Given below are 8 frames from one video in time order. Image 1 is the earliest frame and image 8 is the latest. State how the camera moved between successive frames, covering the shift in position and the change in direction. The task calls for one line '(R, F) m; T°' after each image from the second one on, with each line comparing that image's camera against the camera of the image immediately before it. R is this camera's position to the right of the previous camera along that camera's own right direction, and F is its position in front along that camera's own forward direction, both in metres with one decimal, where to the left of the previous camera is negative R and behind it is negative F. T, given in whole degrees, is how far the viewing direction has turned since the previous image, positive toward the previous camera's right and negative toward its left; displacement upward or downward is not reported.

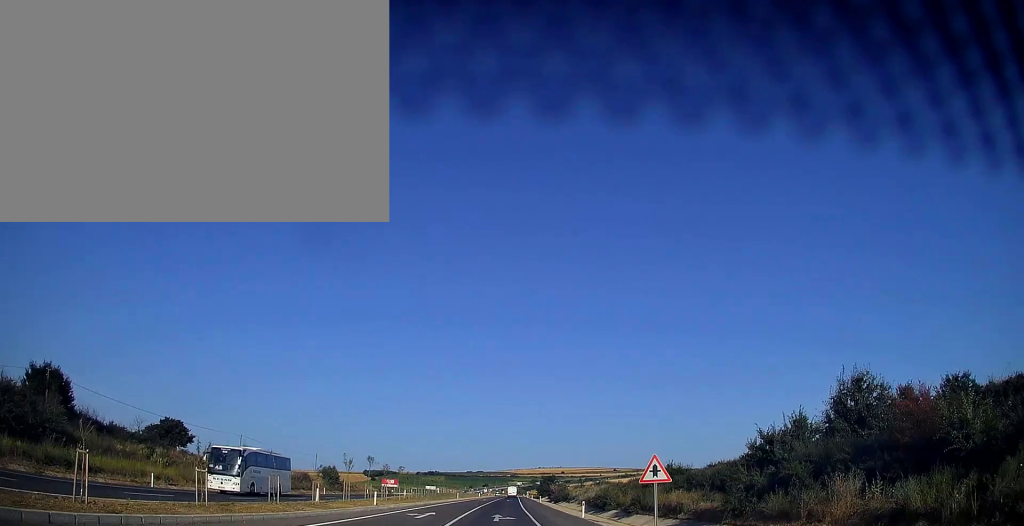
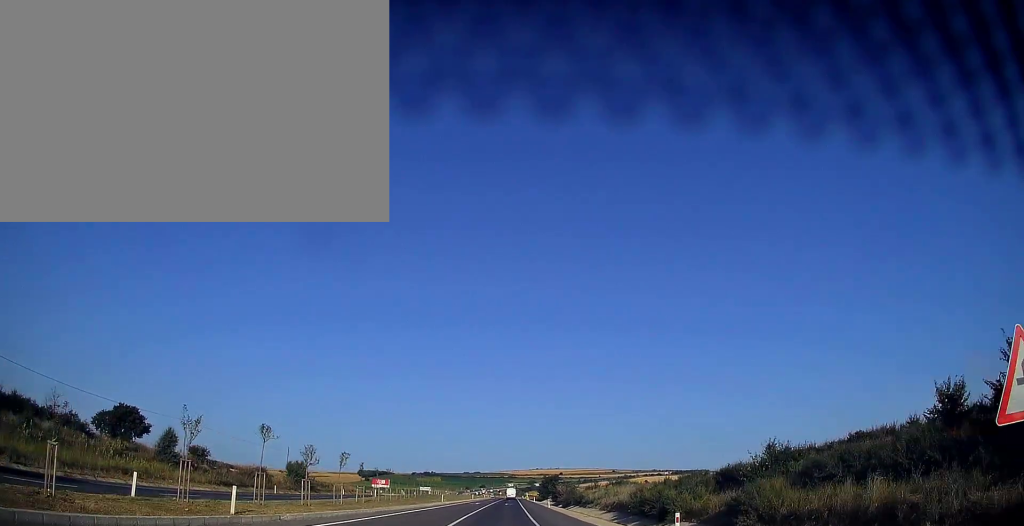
(0.0, +18.7) m; 0°
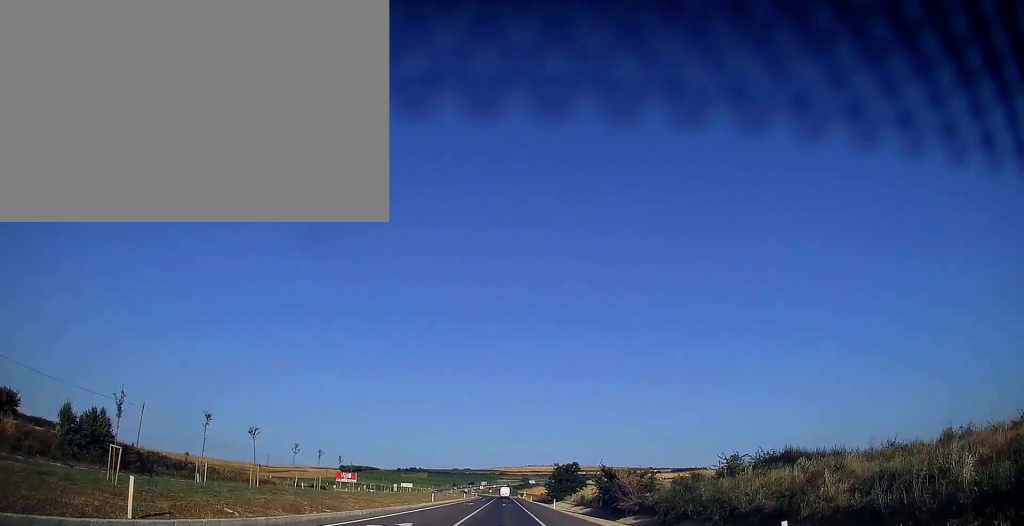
(+0.3, +55.2) m; +1°
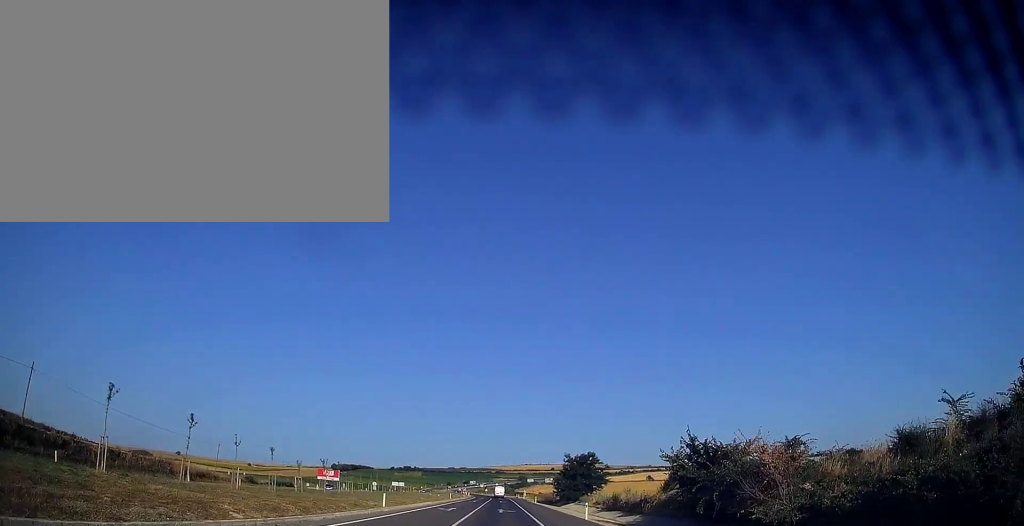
(0.0, +22.7) m; 0°
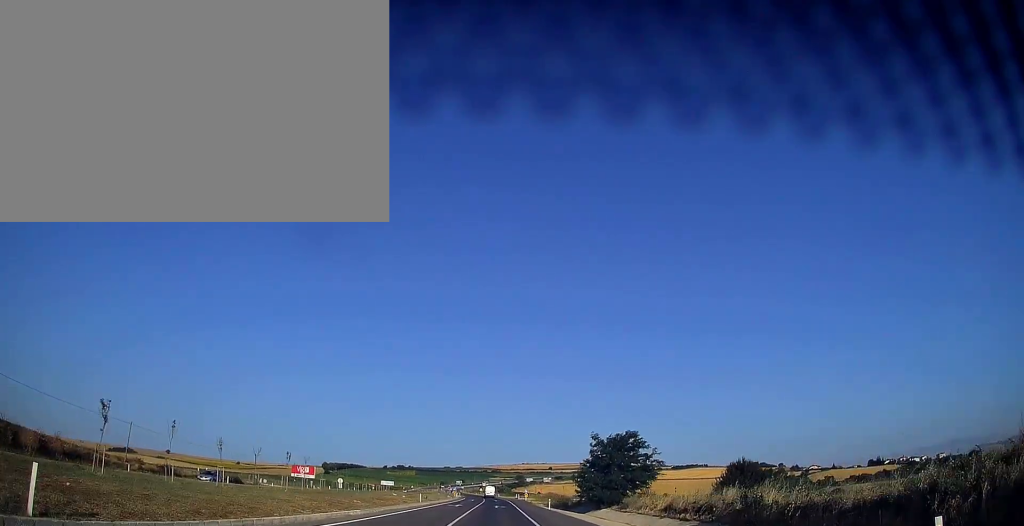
(+0.1, +27.6) m; 0°
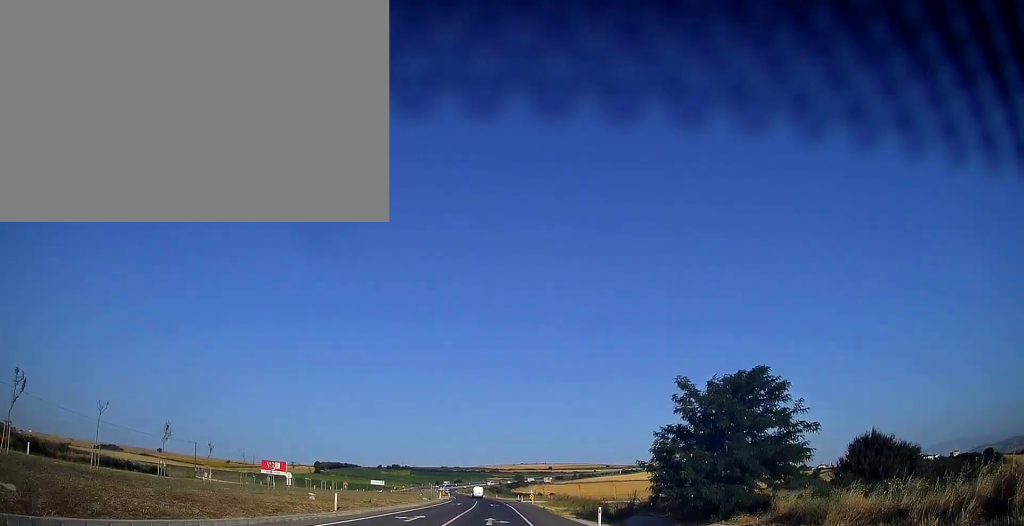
(+0.1, +26.6) m; 0°
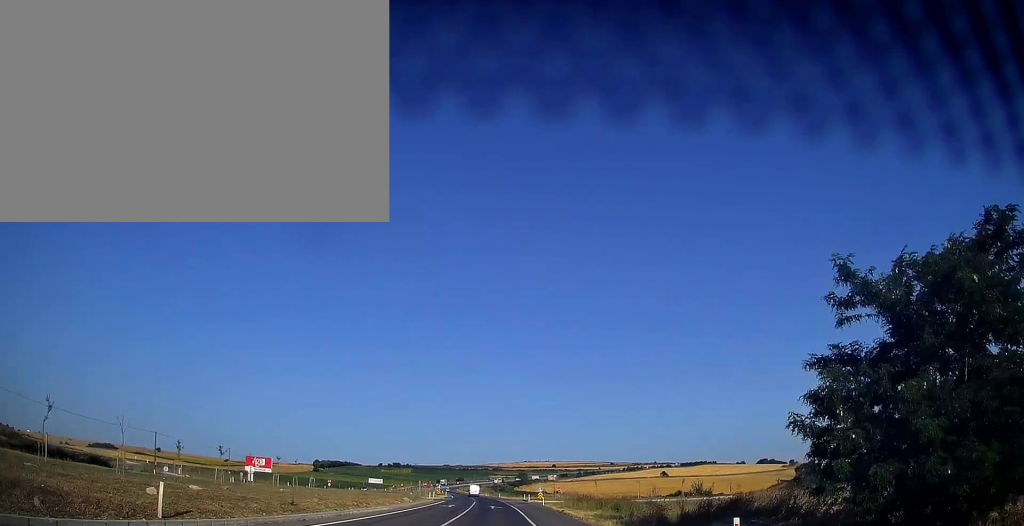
(0.0, +15.8) m; 0°
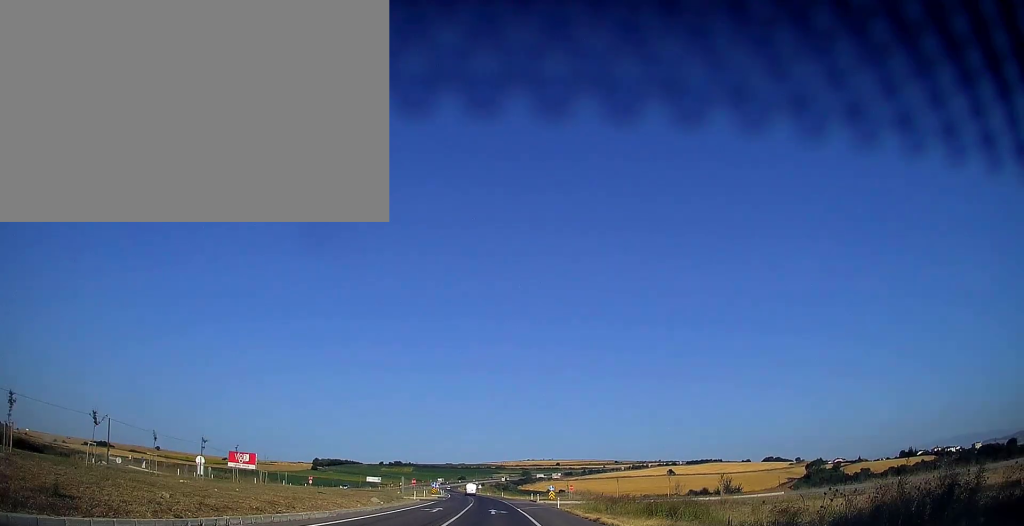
(0.0, +12.8) m; 0°
